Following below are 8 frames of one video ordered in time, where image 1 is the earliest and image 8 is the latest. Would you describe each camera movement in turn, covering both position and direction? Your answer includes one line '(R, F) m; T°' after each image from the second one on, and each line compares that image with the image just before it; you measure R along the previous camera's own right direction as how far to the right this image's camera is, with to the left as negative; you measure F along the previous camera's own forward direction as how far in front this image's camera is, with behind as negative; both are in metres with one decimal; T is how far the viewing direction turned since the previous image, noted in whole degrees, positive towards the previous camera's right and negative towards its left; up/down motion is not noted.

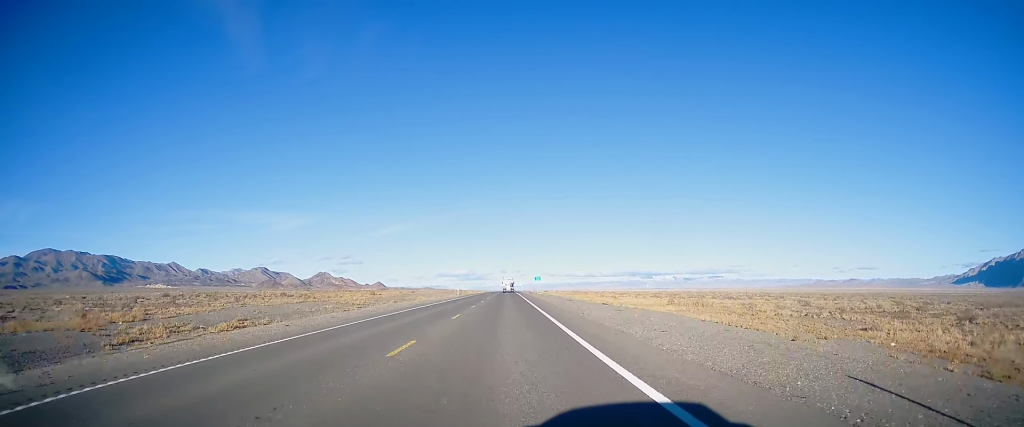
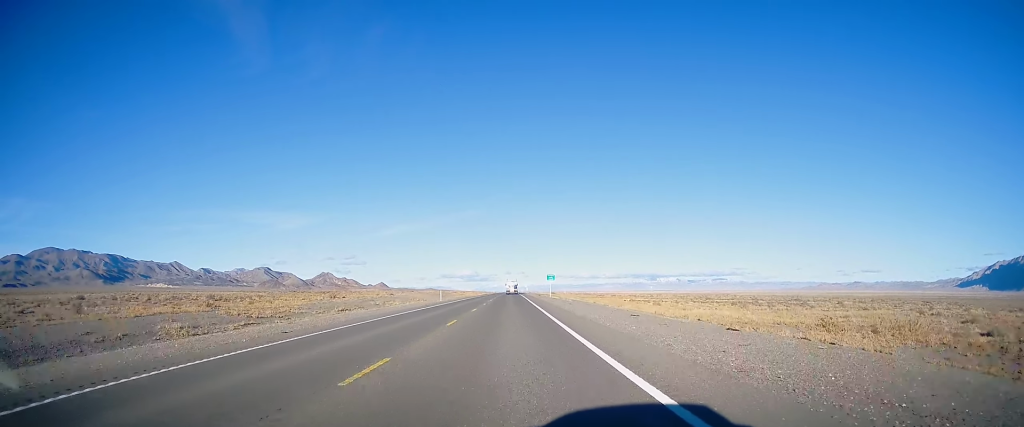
(-0.4, +27.5) m; 0°
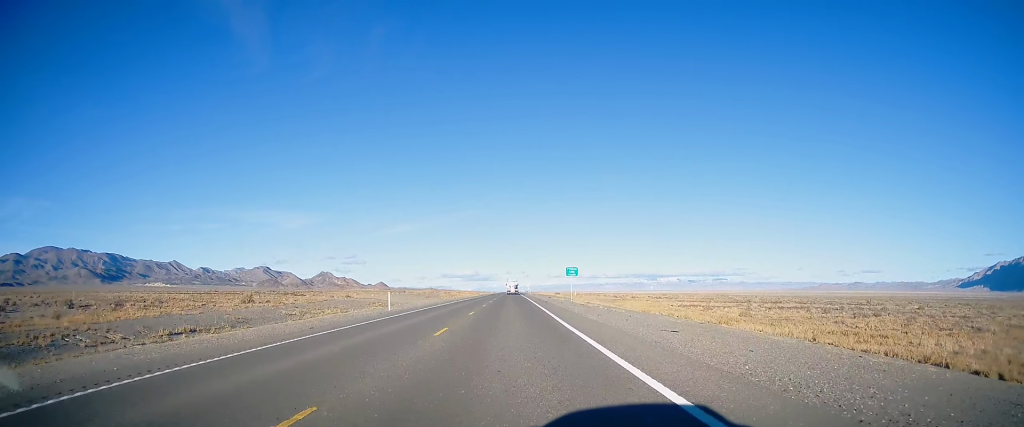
(+0.1, +28.9) m; 0°
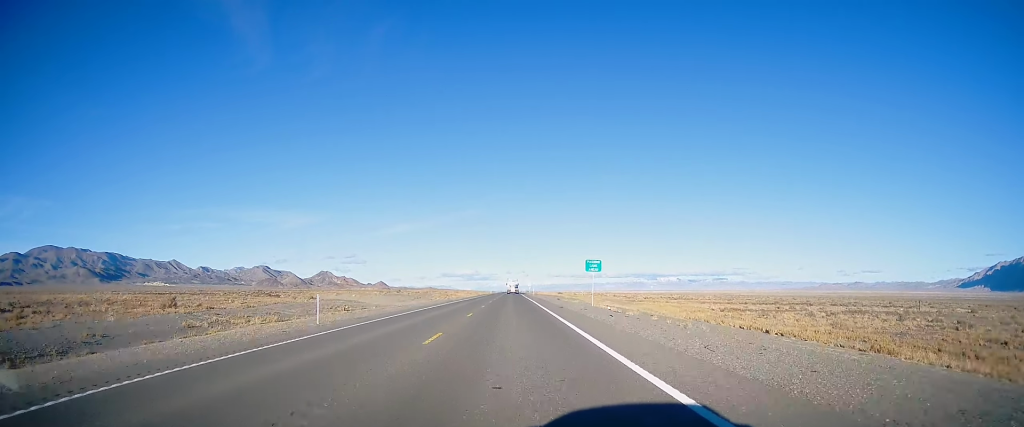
(+0.2, +14.5) m; 0°
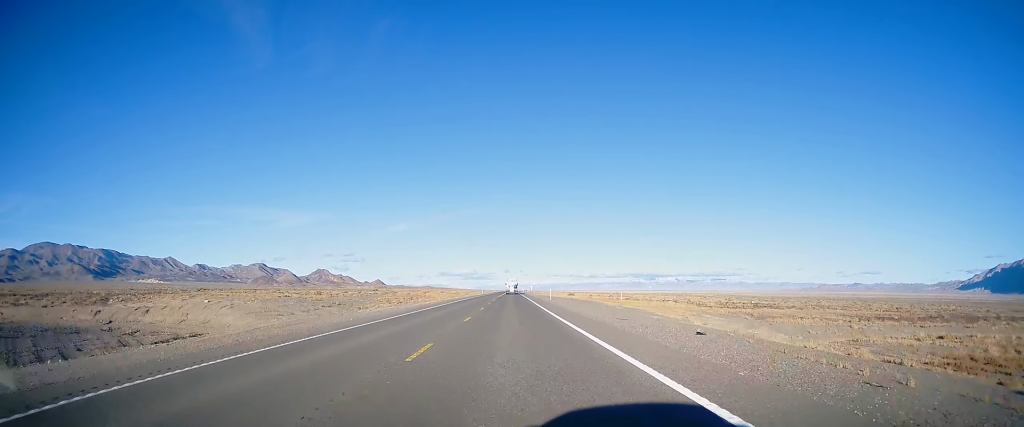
(-0.5, +51.0) m; -1°
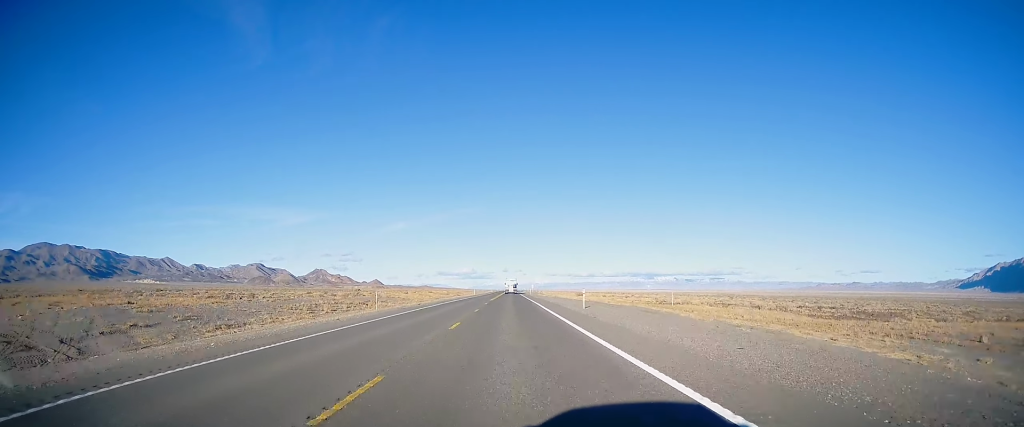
(0.0, +29.1) m; 0°
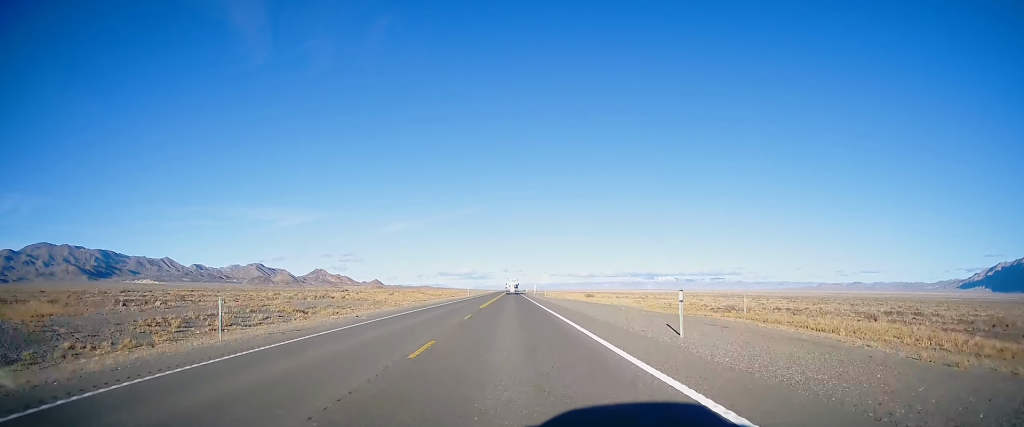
(0.0, +19.1) m; 0°
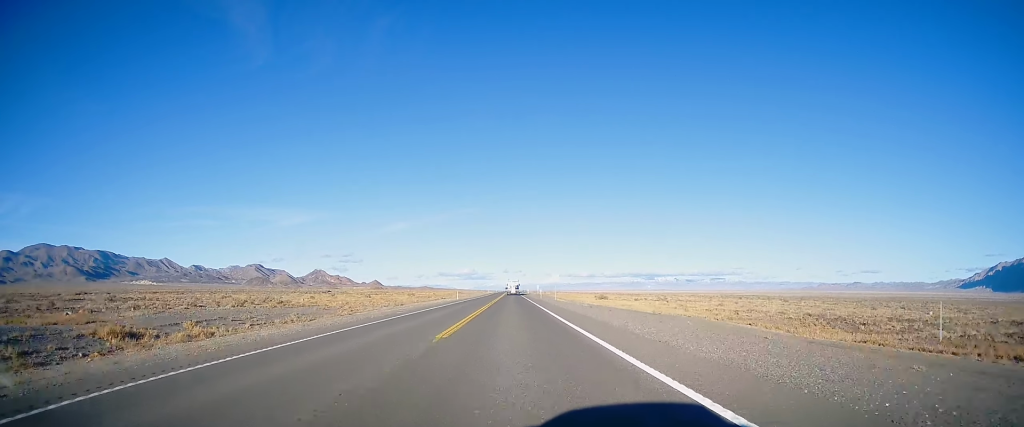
(0.0, +21.6) m; 0°
